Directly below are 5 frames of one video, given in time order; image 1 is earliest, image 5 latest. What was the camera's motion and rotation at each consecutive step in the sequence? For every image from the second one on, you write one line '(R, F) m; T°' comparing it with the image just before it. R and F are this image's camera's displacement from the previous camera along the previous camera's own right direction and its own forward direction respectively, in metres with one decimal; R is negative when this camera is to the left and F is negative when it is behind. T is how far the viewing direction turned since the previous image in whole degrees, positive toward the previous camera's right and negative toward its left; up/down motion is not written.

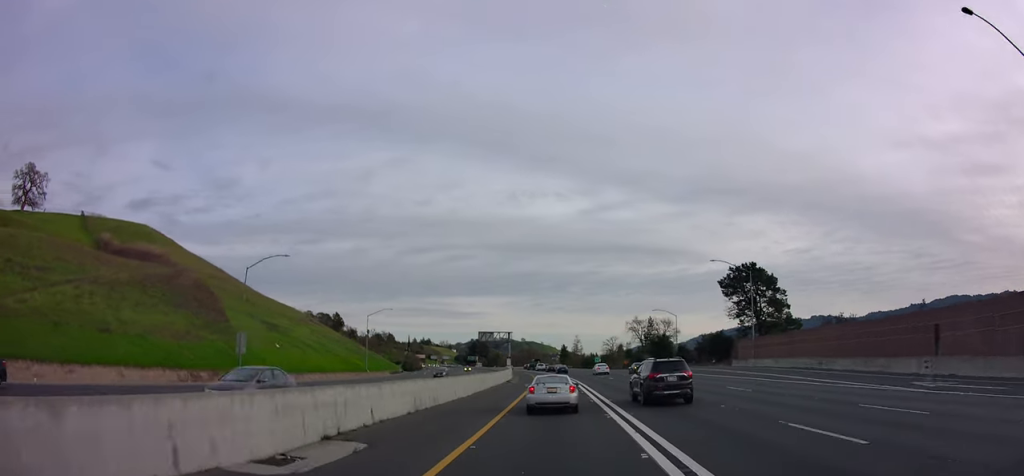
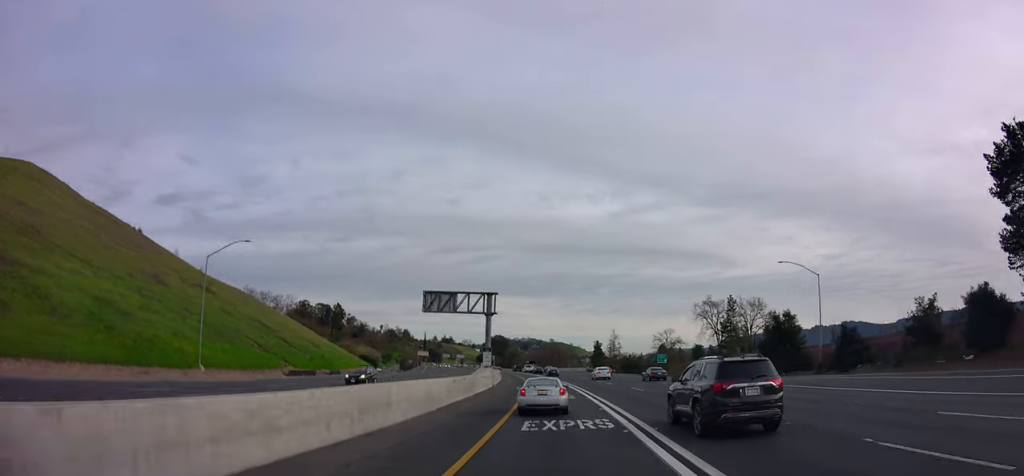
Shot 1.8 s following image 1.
(-0.3, +61.8) m; -2°
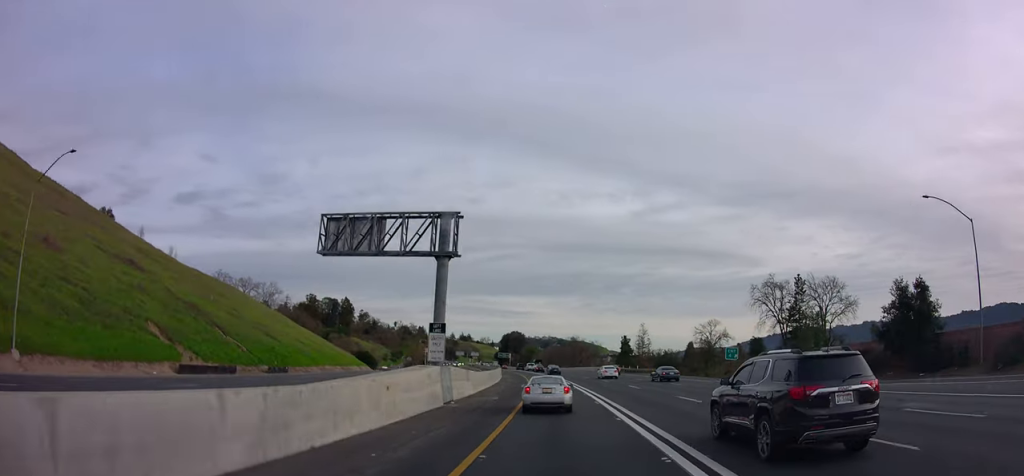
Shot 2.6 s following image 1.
(-0.3, +26.5) m; -3°
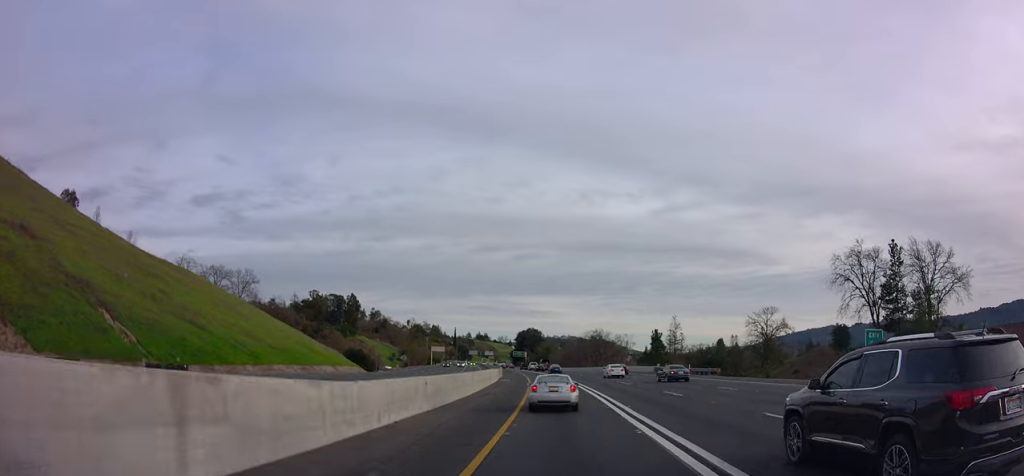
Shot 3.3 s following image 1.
(-0.9, +25.4) m; -2°
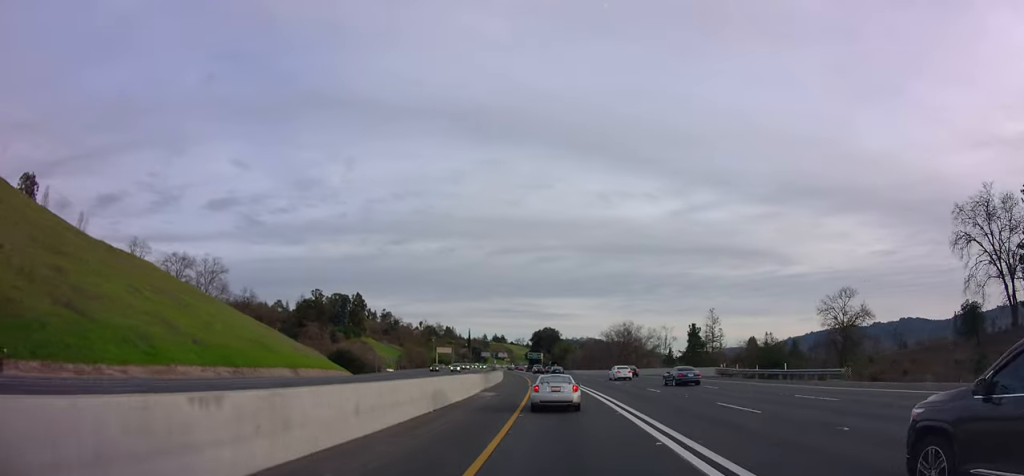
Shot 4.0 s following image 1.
(-0.4, +24.3) m; -2°
